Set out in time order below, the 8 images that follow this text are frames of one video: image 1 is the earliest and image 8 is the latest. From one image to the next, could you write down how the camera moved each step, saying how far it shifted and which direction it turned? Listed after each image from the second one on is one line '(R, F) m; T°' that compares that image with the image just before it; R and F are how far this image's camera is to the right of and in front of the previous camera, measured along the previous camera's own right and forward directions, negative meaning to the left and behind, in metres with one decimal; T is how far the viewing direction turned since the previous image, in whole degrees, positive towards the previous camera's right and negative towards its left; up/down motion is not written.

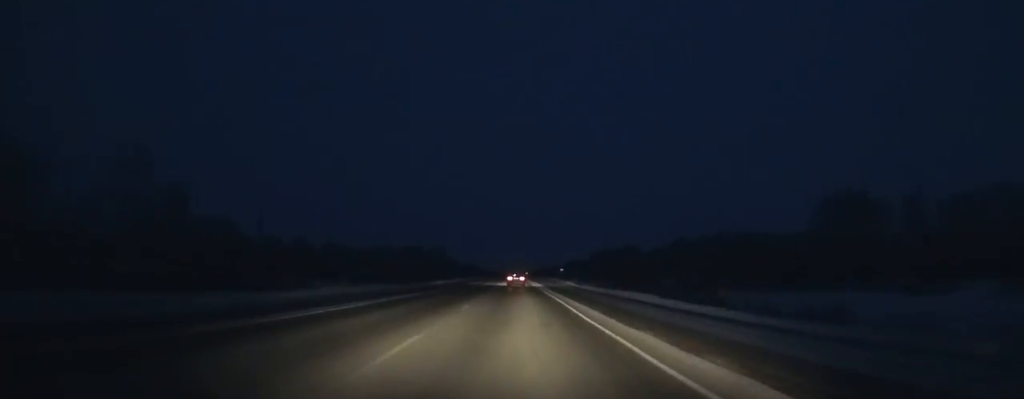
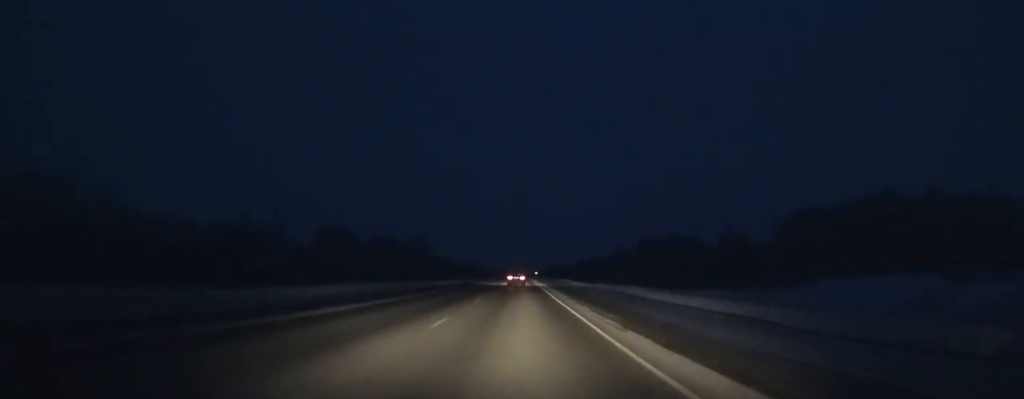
(+0.1, +113.4) m; 0°
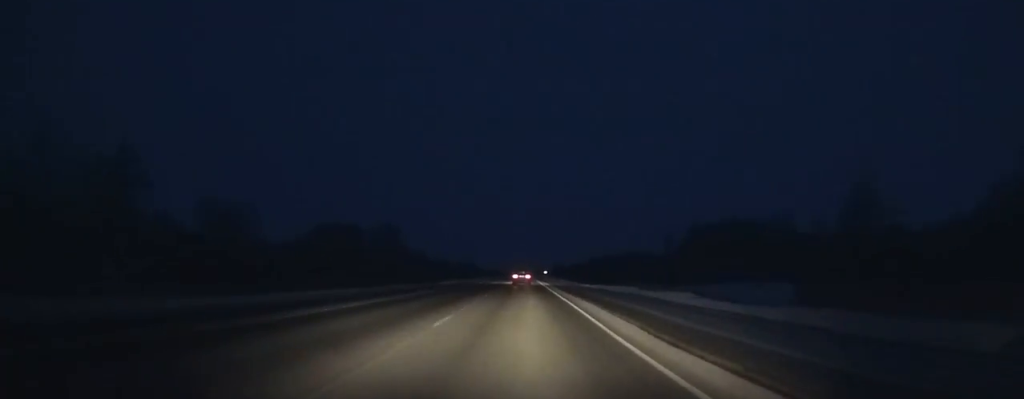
(0.0, +84.4) m; 0°
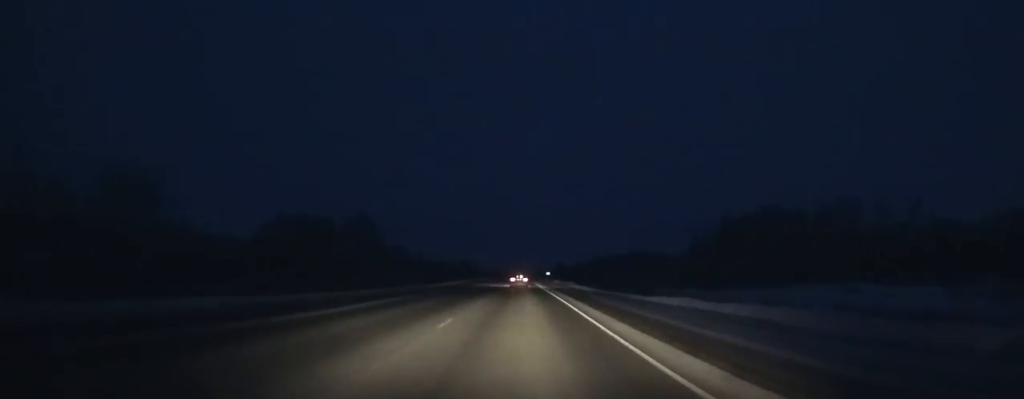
(0.0, +35.5) m; 0°
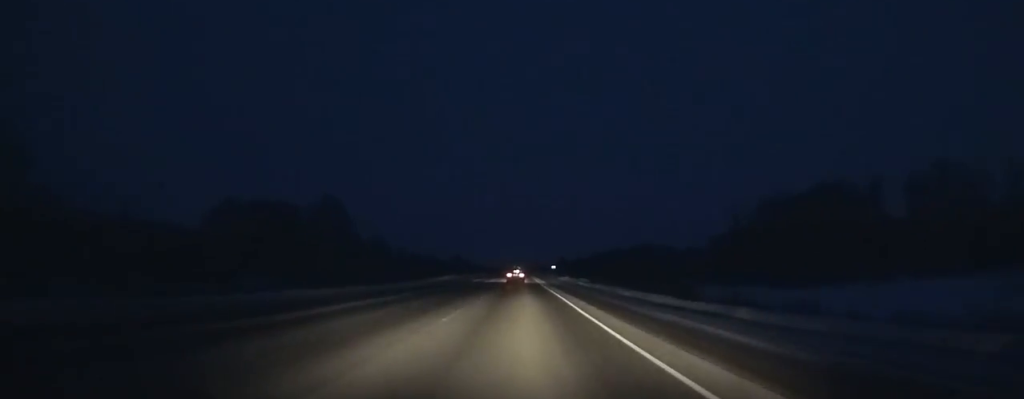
(0.0, +35.4) m; 0°
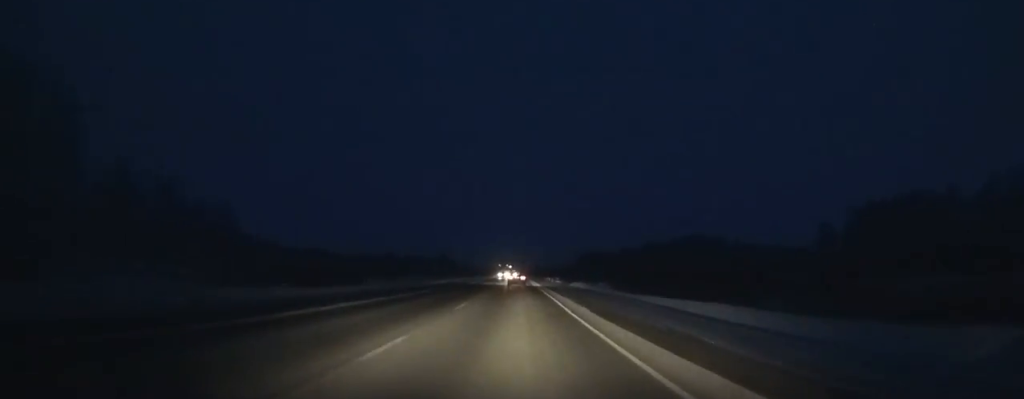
(+0.4, +123.5) m; 0°
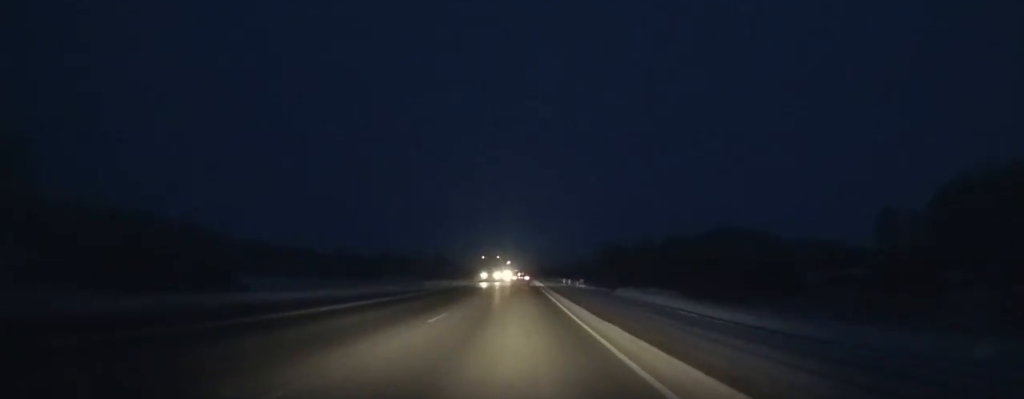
(-0.1, +41.8) m; 0°
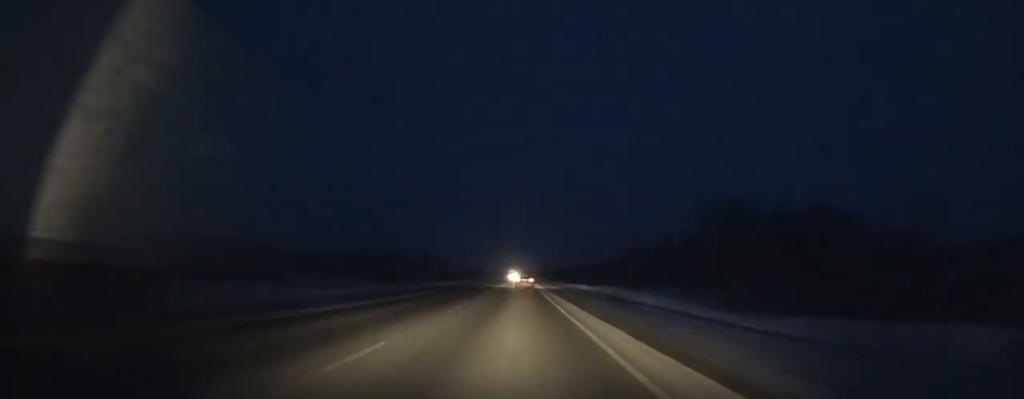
(-0.1, +79.5) m; 0°
